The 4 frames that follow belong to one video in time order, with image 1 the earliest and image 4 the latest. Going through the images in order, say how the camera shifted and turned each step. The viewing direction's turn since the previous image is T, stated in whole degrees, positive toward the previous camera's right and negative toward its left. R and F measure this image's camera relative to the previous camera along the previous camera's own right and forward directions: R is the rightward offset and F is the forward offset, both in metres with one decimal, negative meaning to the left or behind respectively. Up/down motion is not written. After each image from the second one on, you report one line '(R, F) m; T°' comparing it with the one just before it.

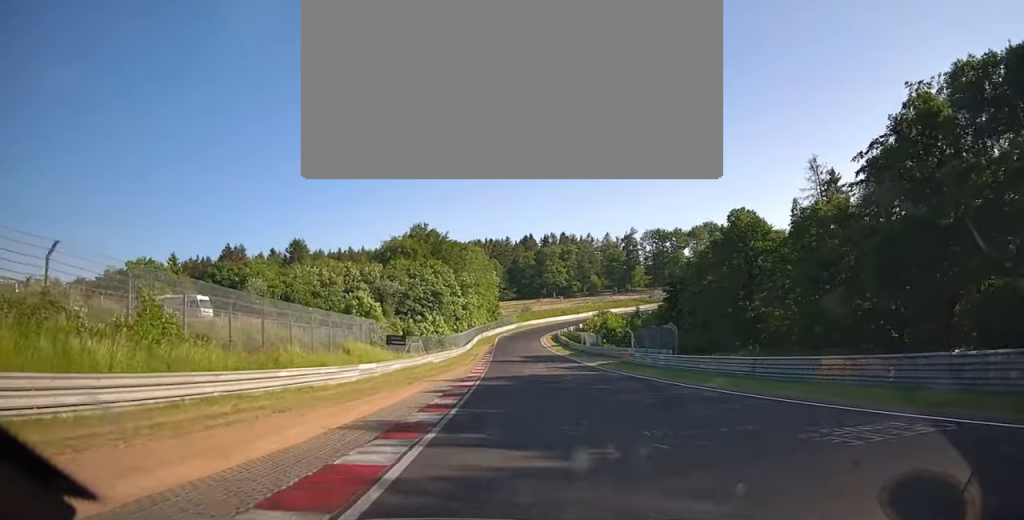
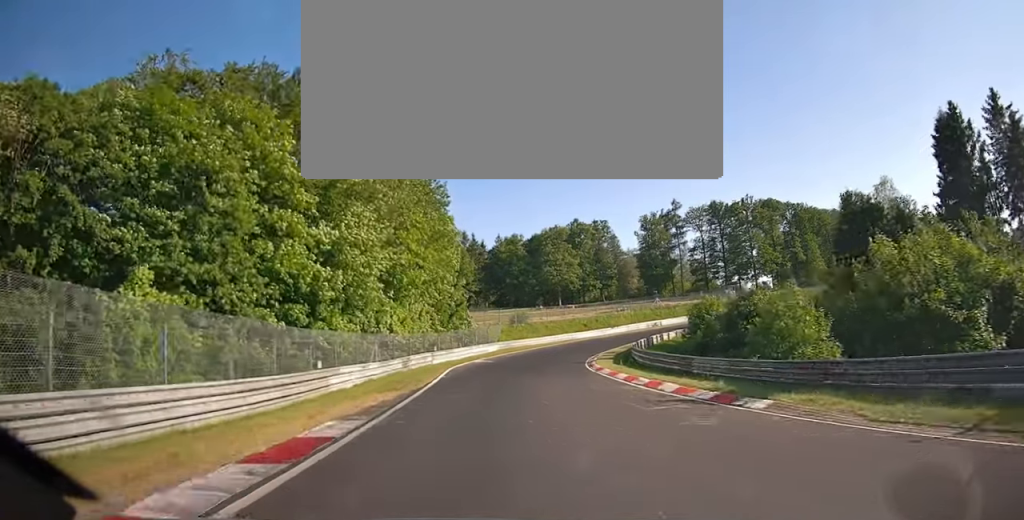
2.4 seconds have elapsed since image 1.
(+6.1, +85.2) m; +6°
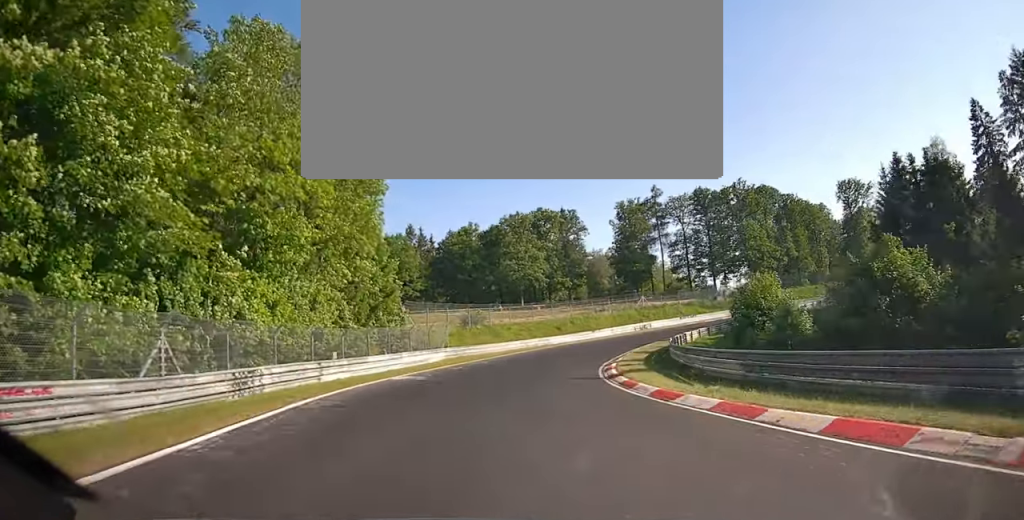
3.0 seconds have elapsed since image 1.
(+1.3, +19.7) m; +8°
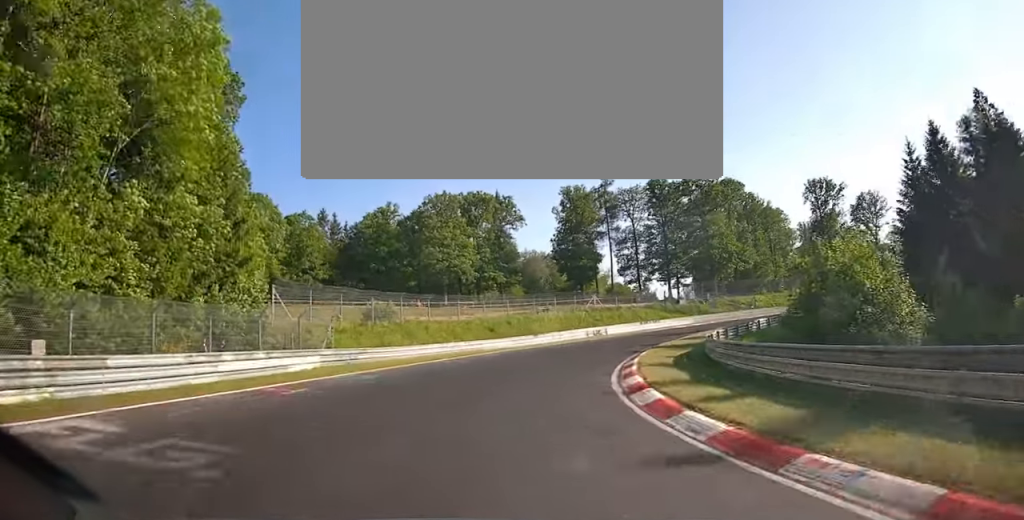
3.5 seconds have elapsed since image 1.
(+0.7, +16.5) m; +10°
